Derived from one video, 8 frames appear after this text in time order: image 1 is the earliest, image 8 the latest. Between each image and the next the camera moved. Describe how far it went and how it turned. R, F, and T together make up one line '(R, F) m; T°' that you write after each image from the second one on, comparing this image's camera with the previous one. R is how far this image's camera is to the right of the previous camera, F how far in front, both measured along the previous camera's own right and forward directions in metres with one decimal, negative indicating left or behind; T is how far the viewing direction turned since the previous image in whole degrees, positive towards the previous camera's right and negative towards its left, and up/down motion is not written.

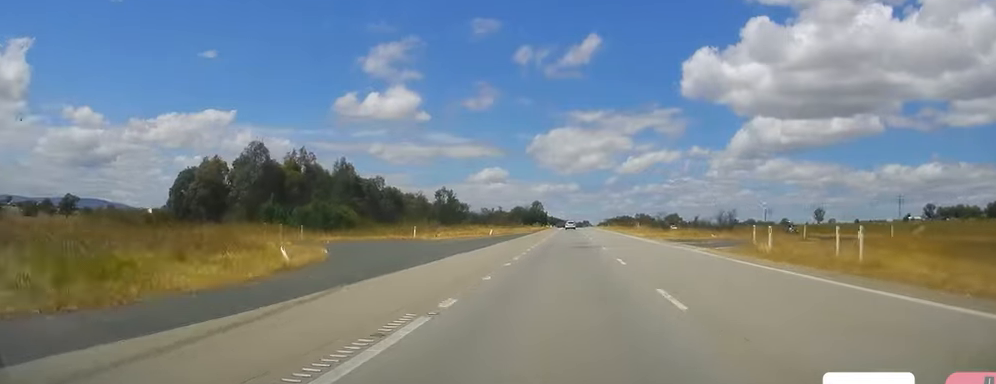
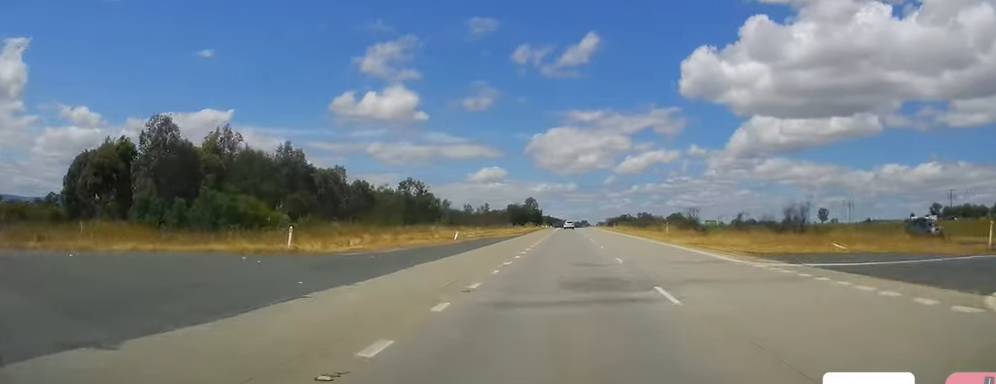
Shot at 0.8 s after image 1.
(+0.2, +23.3) m; +1°
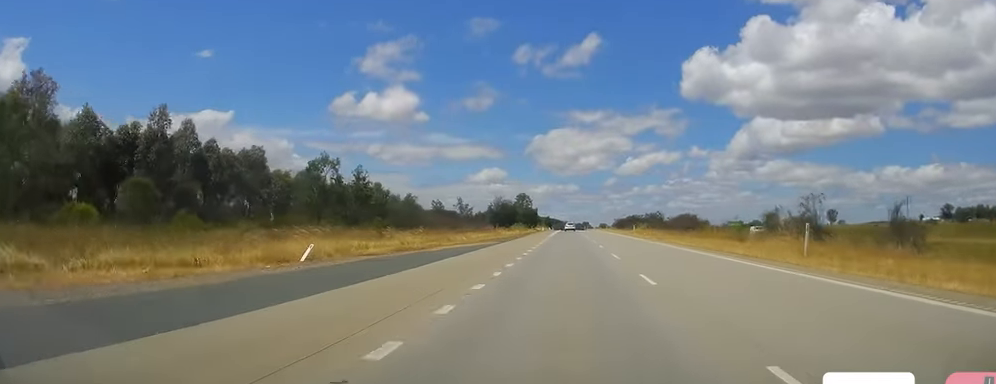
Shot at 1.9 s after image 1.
(+0.5, +32.2) m; +1°
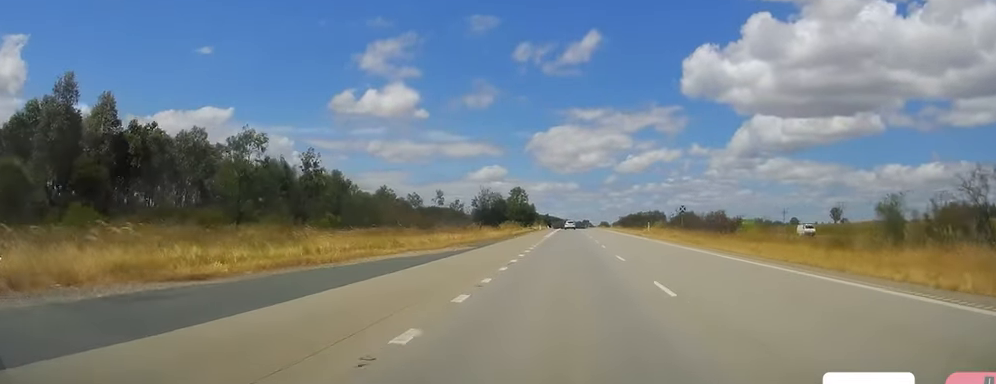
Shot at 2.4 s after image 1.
(-0.1, +14.7) m; 0°
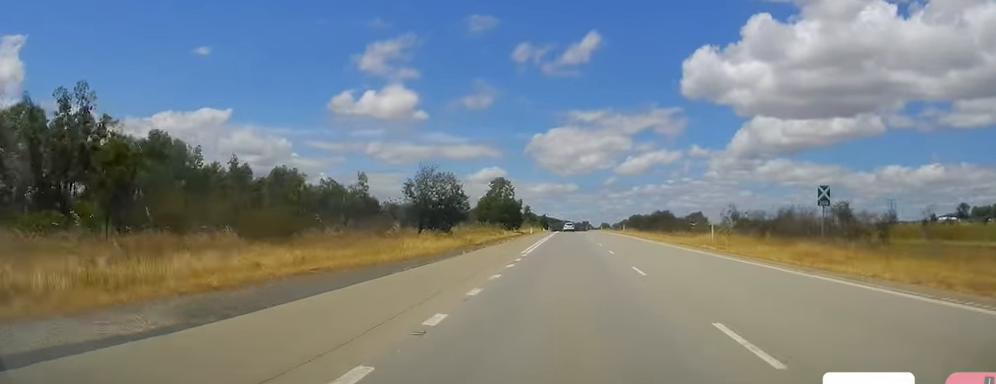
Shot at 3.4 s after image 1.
(+0.1, +30.3) m; +1°
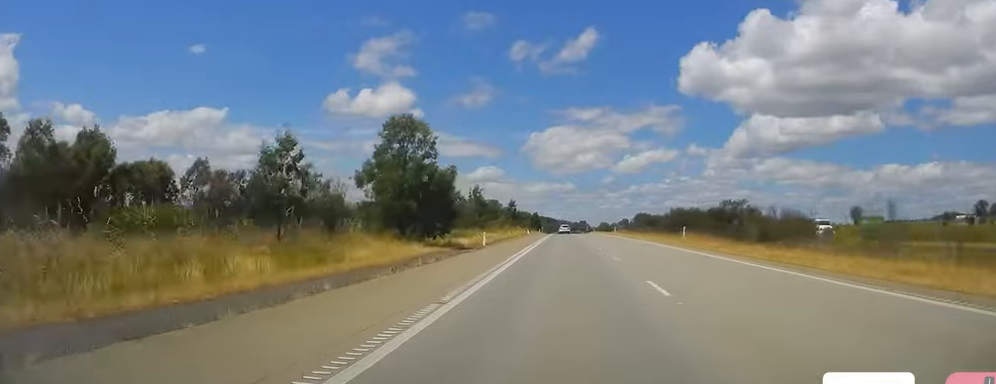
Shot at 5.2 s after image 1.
(-0.1, +52.4) m; 0°
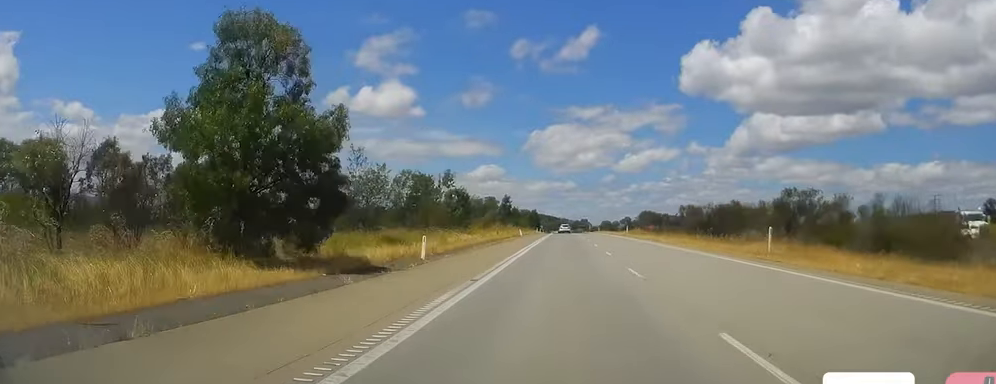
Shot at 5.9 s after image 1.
(+0.2, +19.3) m; 0°
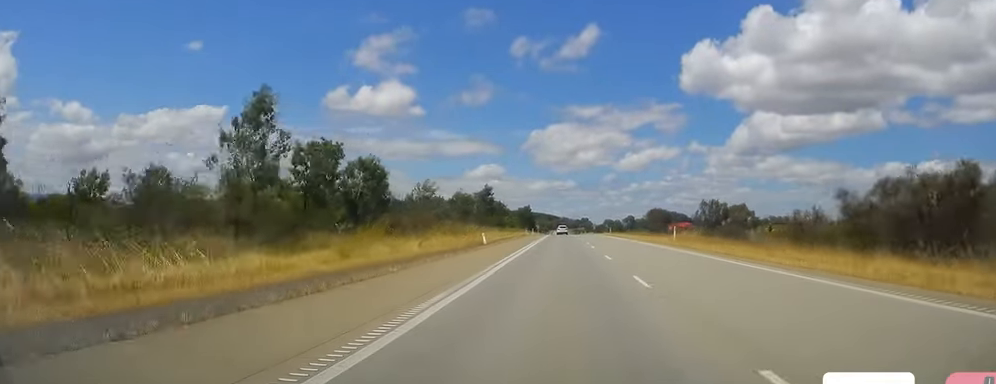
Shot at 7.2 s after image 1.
(-0.2, +37.9) m; -1°
